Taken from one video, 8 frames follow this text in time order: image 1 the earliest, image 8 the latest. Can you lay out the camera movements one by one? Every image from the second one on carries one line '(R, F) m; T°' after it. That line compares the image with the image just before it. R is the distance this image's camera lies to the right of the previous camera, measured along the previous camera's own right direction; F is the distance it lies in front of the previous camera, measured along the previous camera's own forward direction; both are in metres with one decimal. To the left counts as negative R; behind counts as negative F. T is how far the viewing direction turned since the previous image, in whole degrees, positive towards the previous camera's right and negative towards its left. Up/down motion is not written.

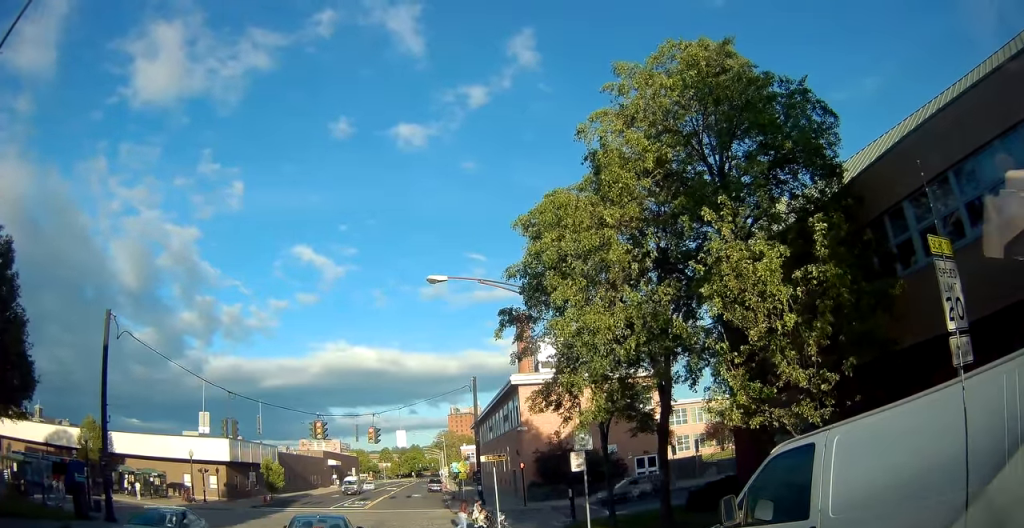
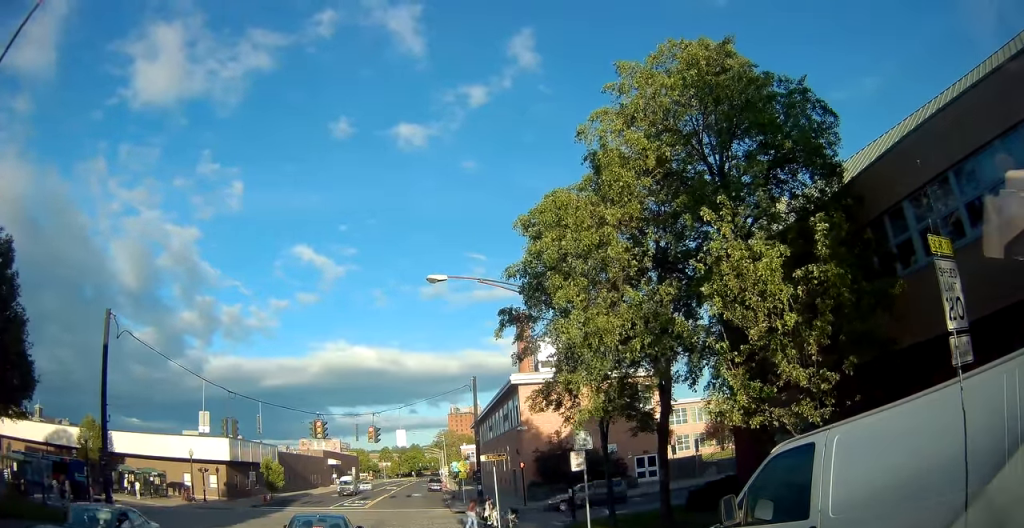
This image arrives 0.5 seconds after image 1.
(0.0, 0.0) m; 0°
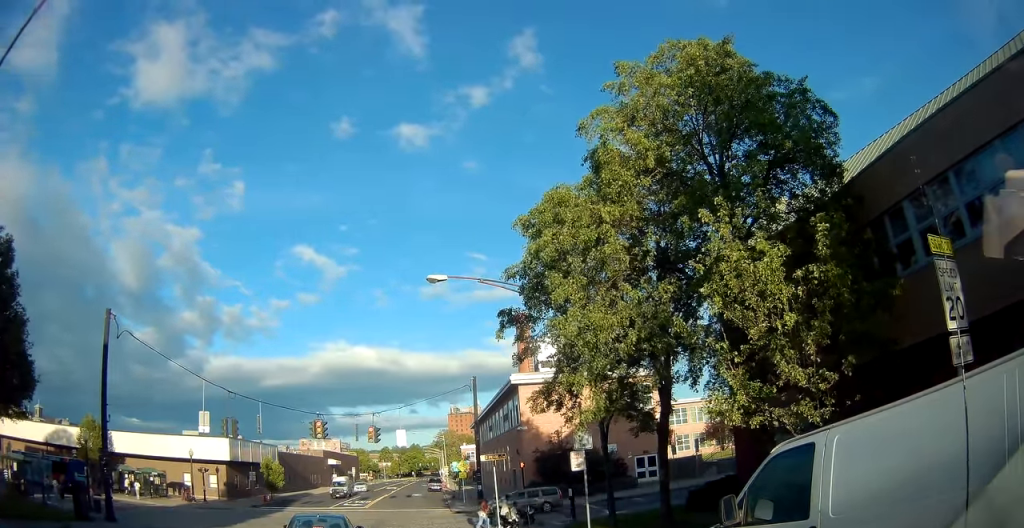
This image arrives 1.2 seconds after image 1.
(0.0, 0.0) m; 0°
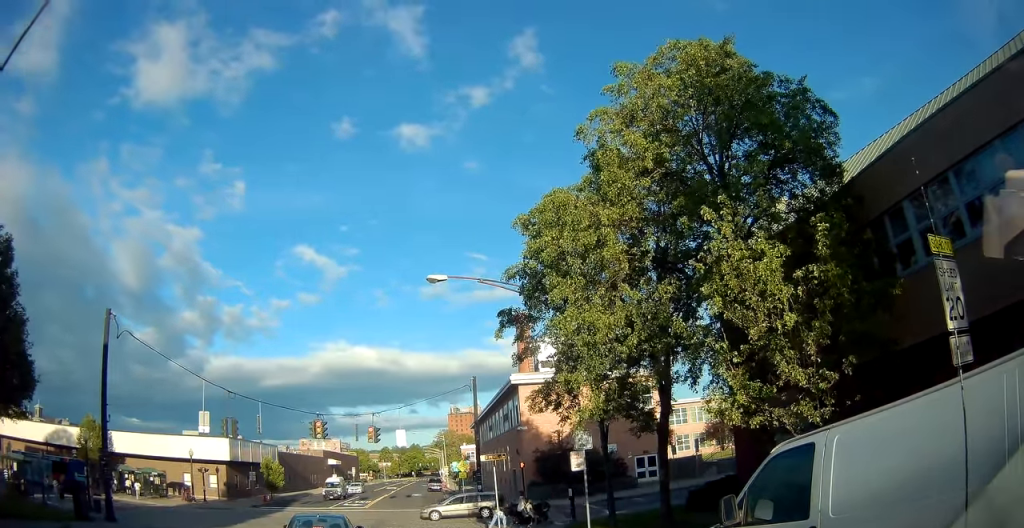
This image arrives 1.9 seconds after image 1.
(0.0, 0.0) m; 0°
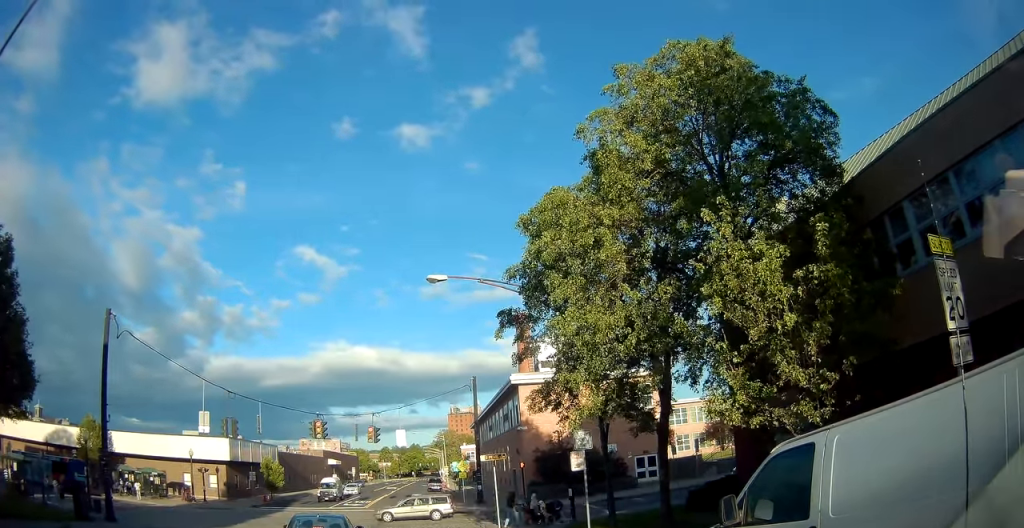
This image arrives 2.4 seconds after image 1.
(0.0, 0.0) m; 0°
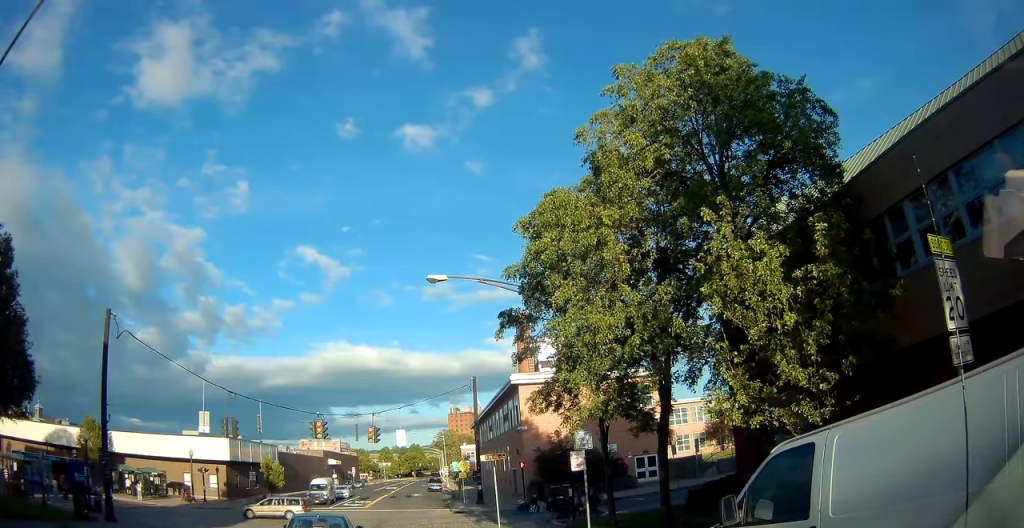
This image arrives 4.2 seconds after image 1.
(0.0, 0.0) m; 0°
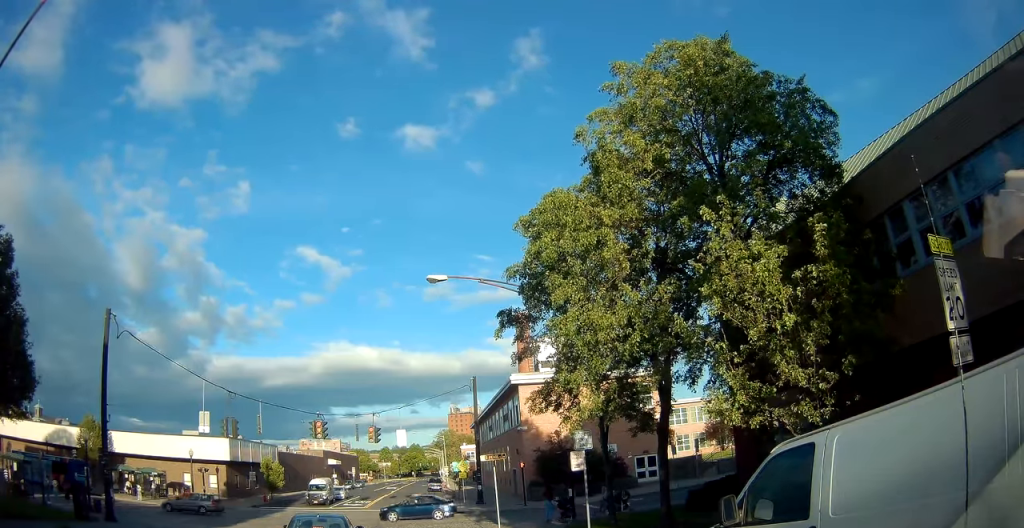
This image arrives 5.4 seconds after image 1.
(0.0, 0.0) m; 0°
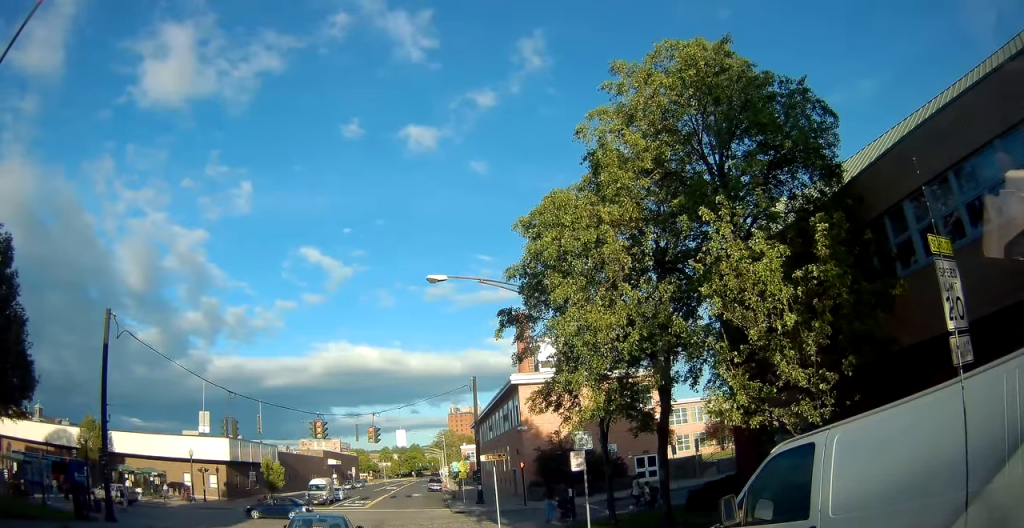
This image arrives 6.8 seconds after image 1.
(0.0, 0.0) m; 0°
